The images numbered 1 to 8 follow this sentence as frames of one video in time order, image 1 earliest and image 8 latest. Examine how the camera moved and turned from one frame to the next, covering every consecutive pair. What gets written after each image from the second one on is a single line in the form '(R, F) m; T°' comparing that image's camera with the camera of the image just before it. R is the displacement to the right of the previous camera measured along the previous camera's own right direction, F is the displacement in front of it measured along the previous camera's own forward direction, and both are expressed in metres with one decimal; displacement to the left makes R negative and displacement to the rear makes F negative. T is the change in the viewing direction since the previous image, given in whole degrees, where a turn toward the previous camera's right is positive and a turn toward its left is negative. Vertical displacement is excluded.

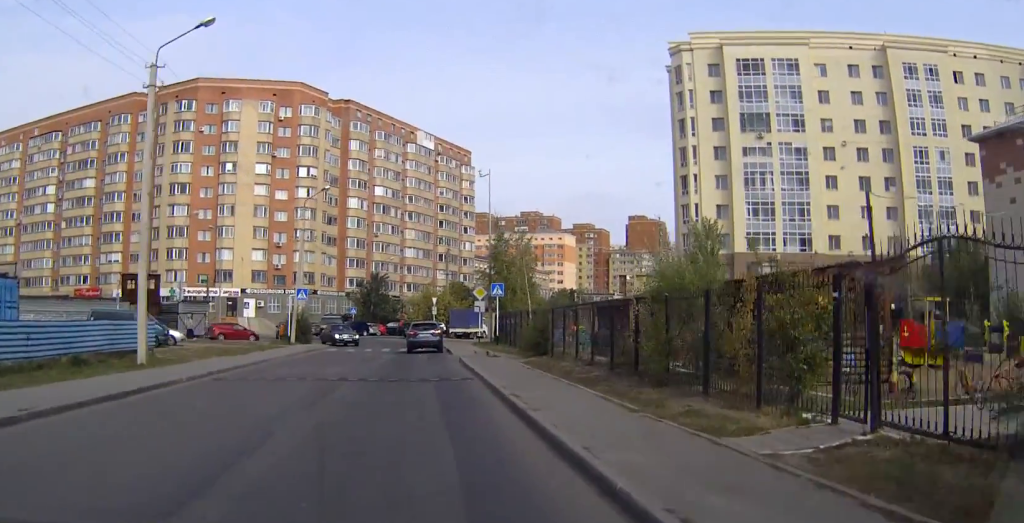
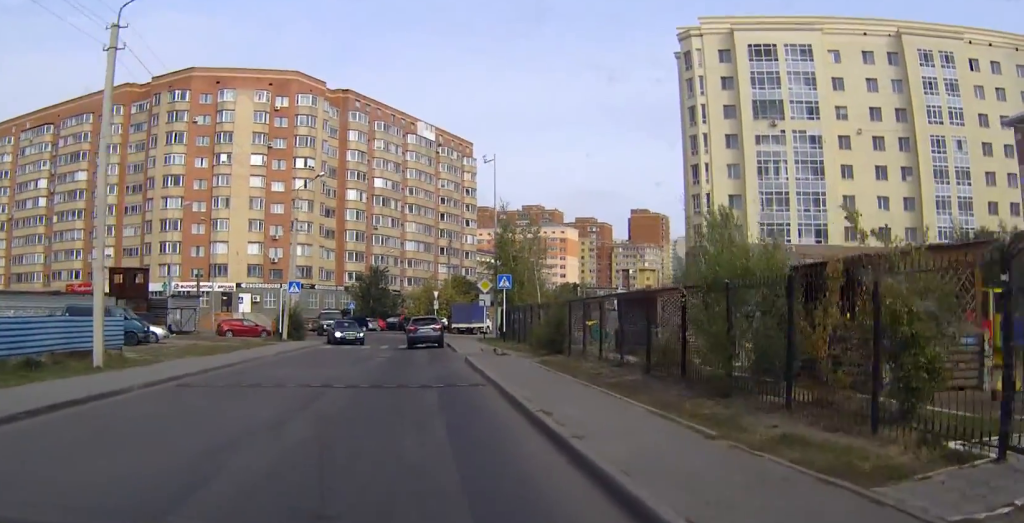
(0.0, +3.4) m; 0°
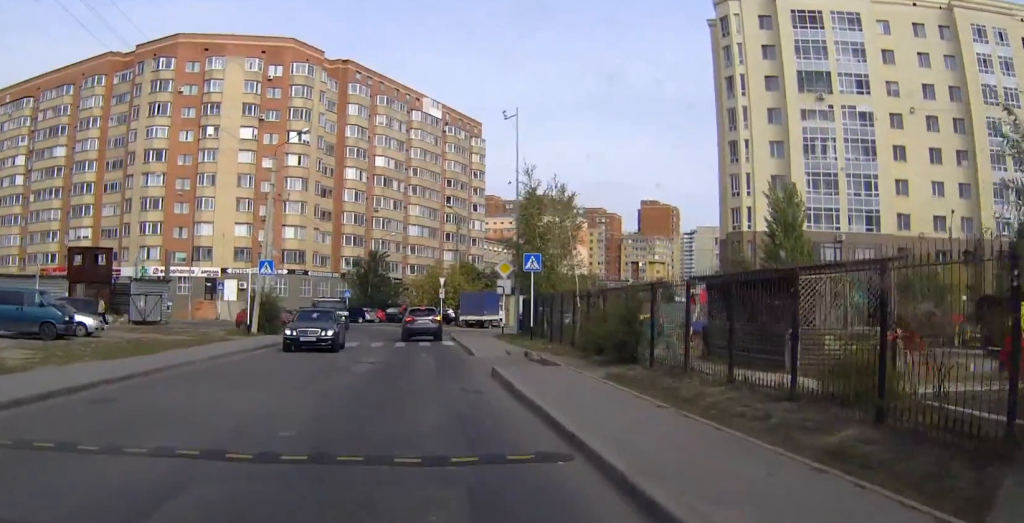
(-0.1, +9.7) m; -1°
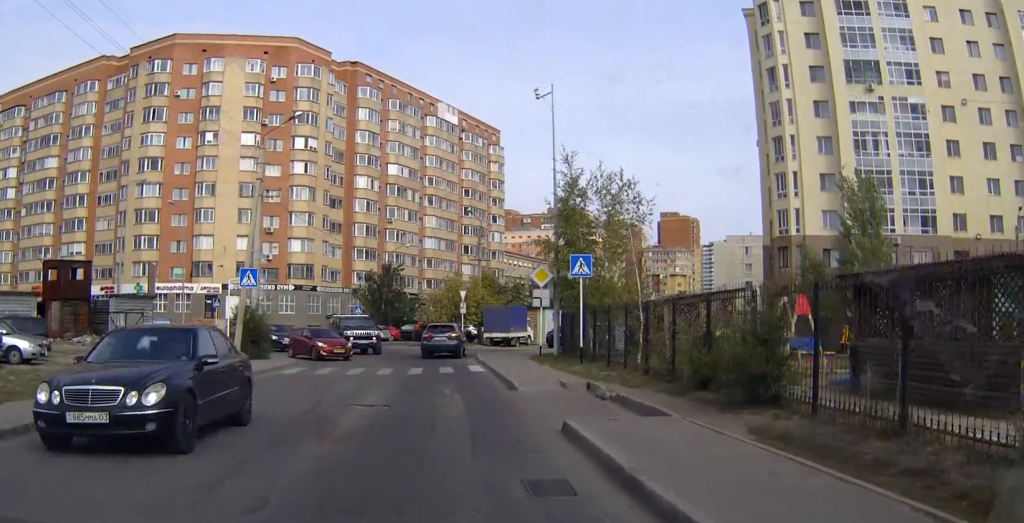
(+0.1, +8.0) m; +2°
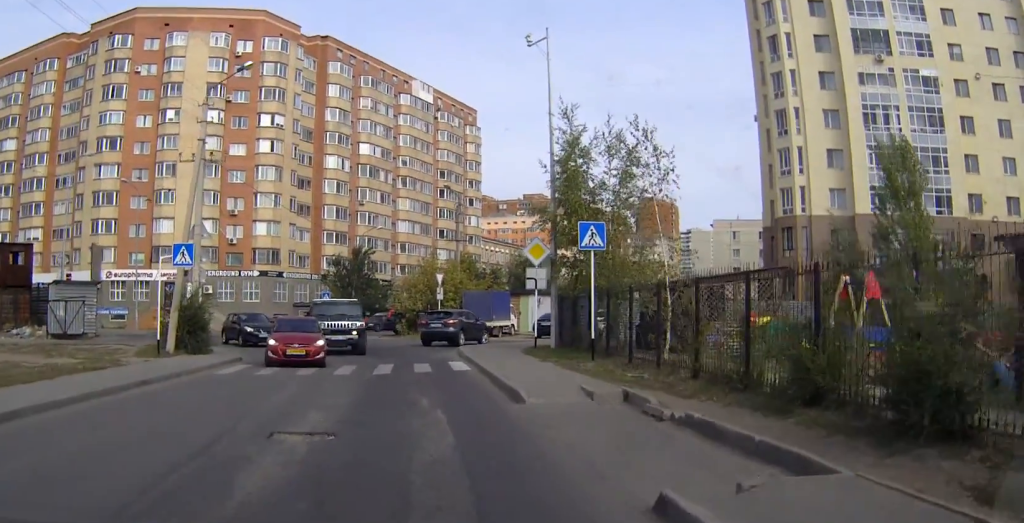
(+0.1, +5.8) m; +2°
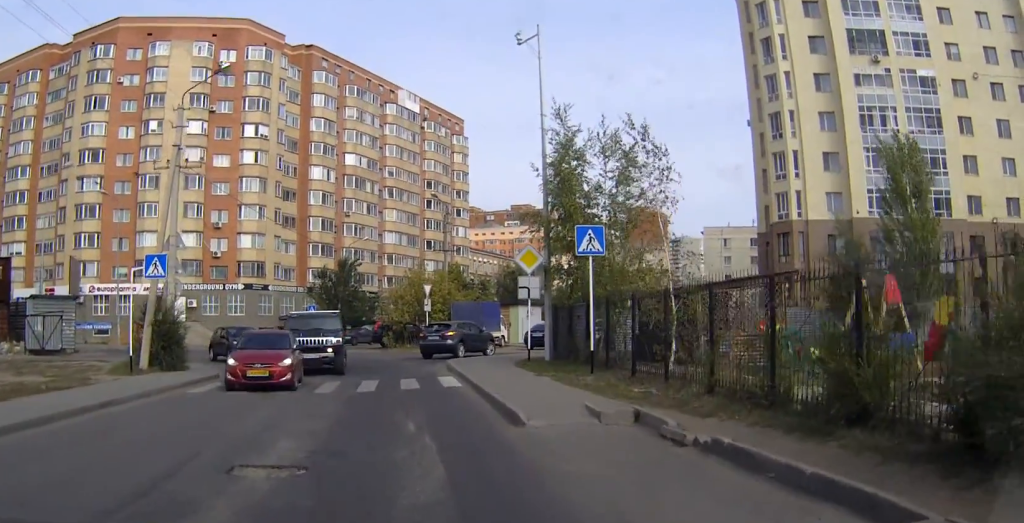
(0.0, +1.5) m; 0°
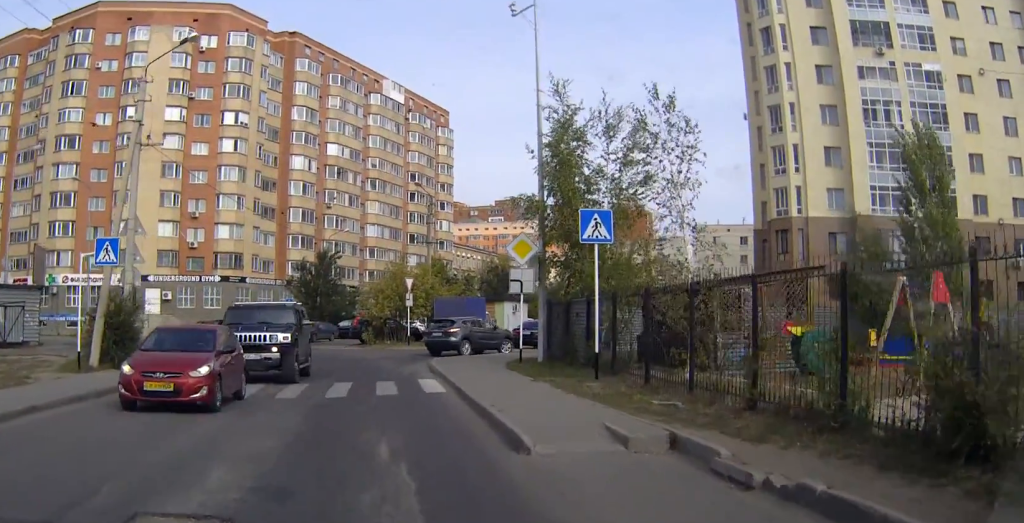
(0.0, +2.6) m; 0°
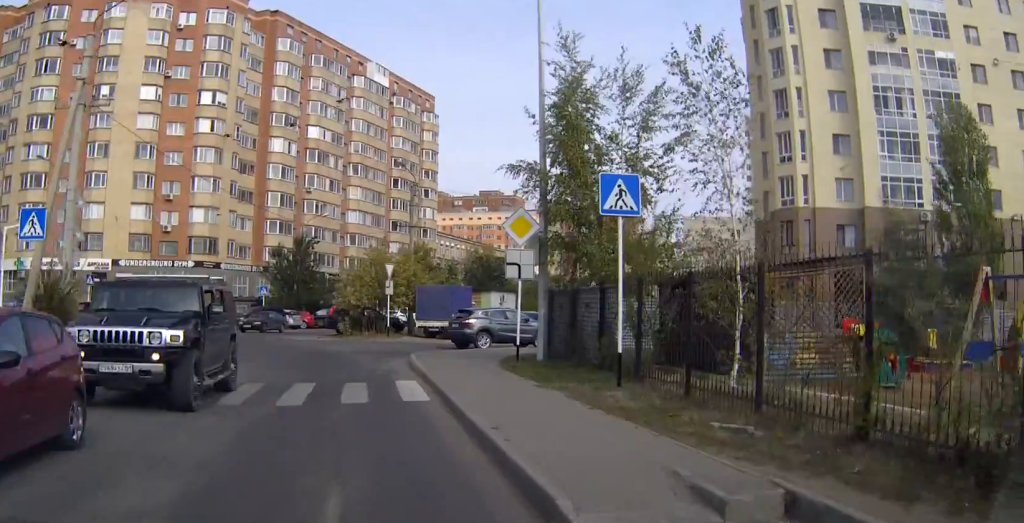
(0.0, +3.5) m; -1°
